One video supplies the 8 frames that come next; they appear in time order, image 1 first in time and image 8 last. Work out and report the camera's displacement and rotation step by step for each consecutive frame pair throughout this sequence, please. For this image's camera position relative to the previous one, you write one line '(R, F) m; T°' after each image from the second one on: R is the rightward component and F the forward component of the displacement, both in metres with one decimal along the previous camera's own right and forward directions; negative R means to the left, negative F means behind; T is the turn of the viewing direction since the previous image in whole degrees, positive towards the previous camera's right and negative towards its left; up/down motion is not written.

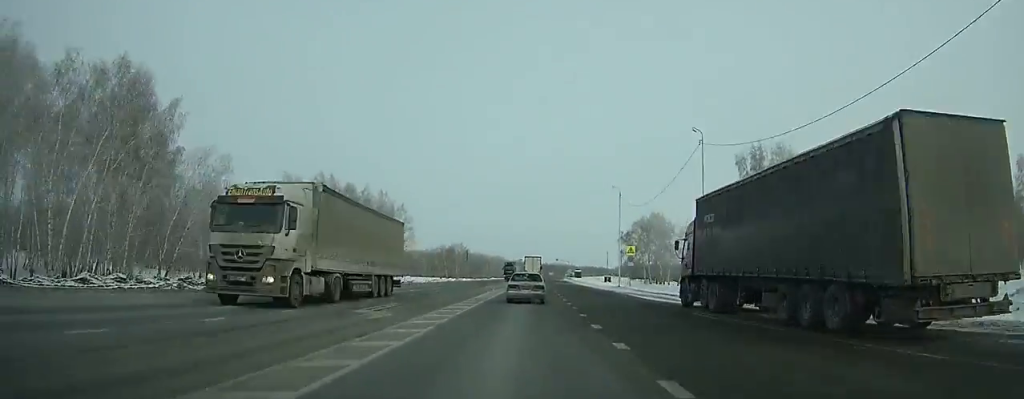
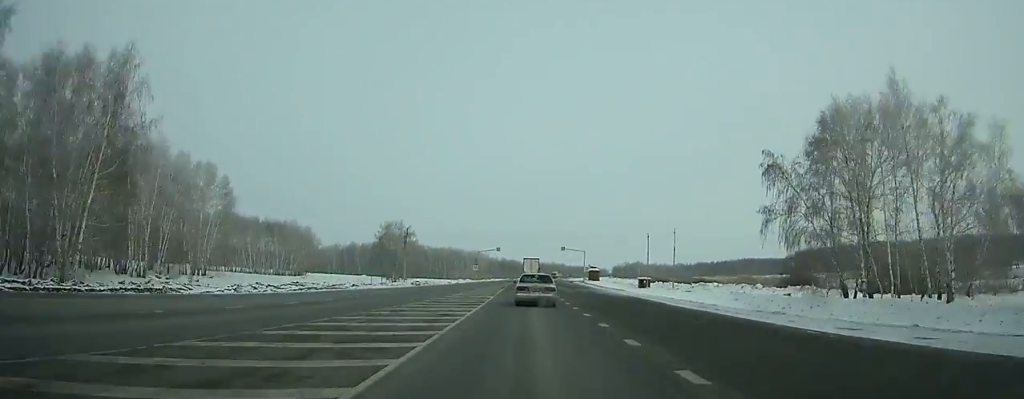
(+1.1, +92.3) m; +1°
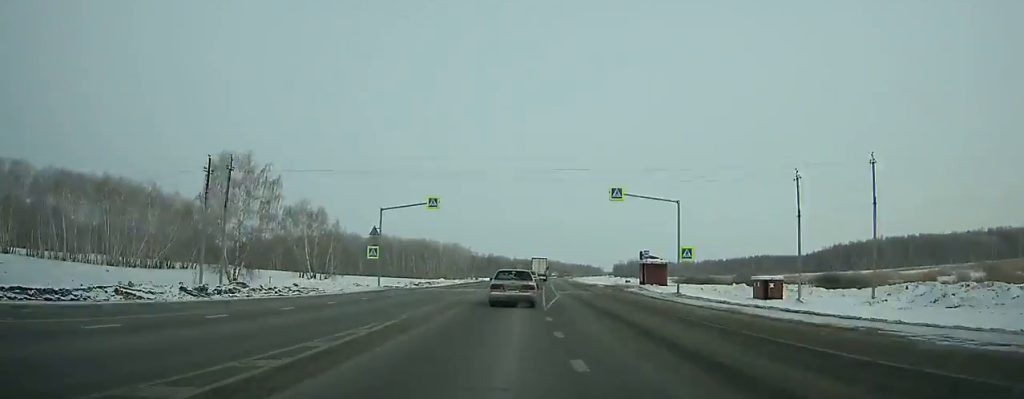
(+0.7, +75.7) m; +1°
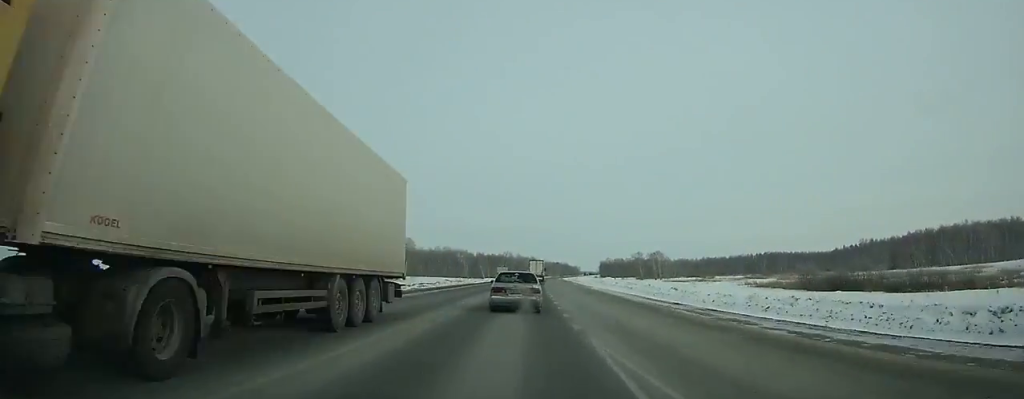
(+2.7, +117.2) m; +3°
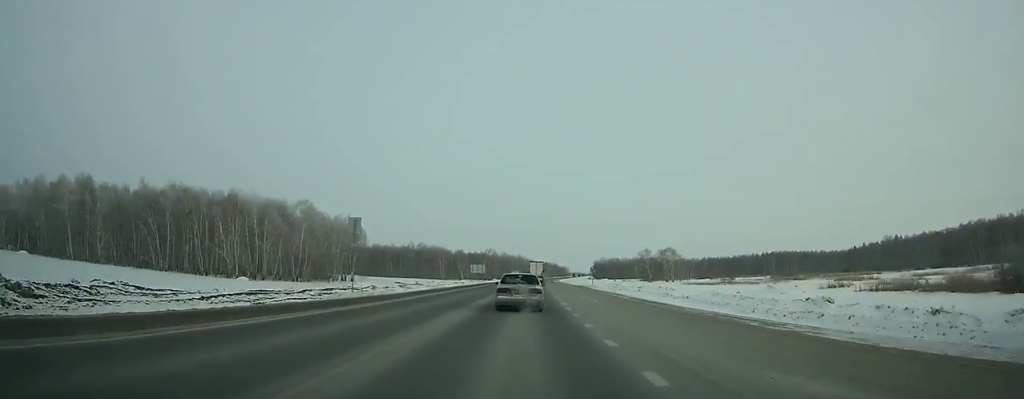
(+0.4, +51.9) m; +1°
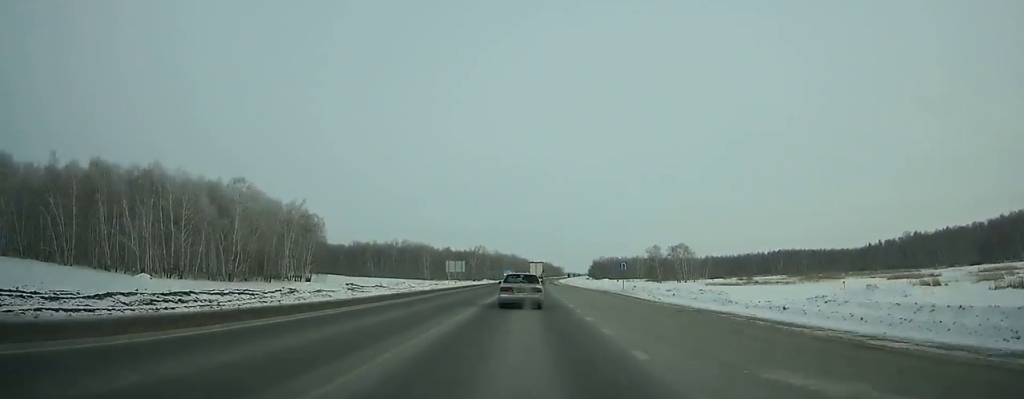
(+0.3, +30.7) m; +1°
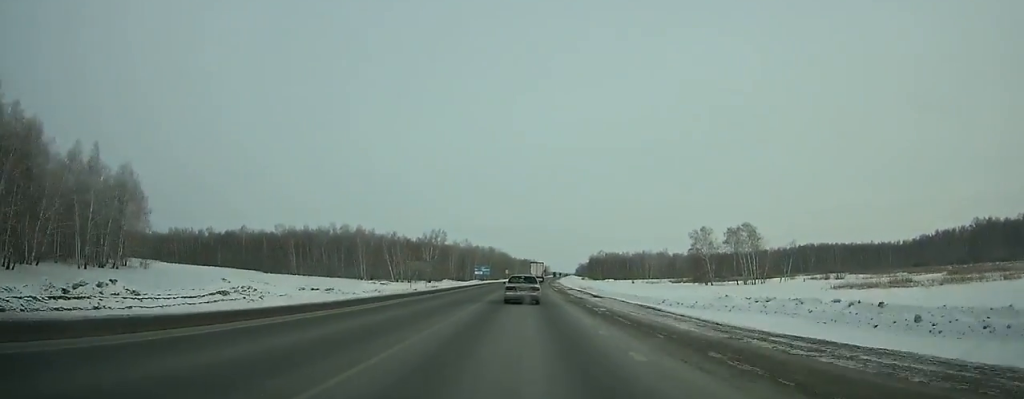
(+1.6, +86.3) m; +2°
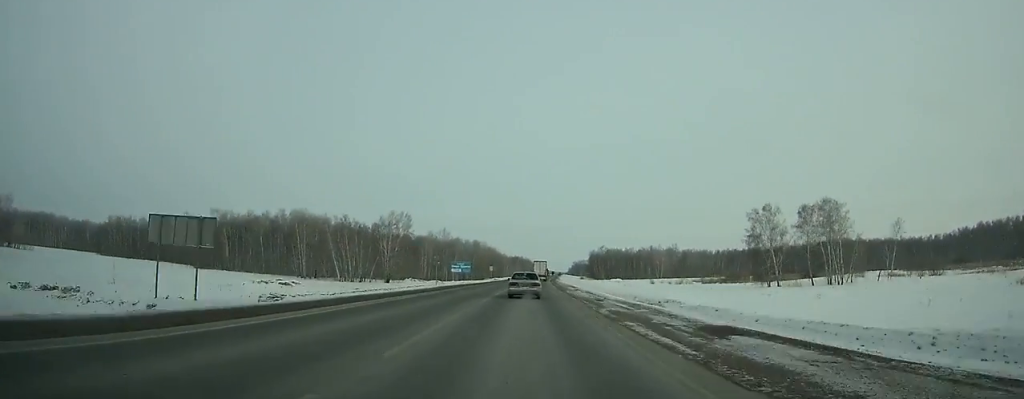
(+0.5, +47.4) m; +1°
